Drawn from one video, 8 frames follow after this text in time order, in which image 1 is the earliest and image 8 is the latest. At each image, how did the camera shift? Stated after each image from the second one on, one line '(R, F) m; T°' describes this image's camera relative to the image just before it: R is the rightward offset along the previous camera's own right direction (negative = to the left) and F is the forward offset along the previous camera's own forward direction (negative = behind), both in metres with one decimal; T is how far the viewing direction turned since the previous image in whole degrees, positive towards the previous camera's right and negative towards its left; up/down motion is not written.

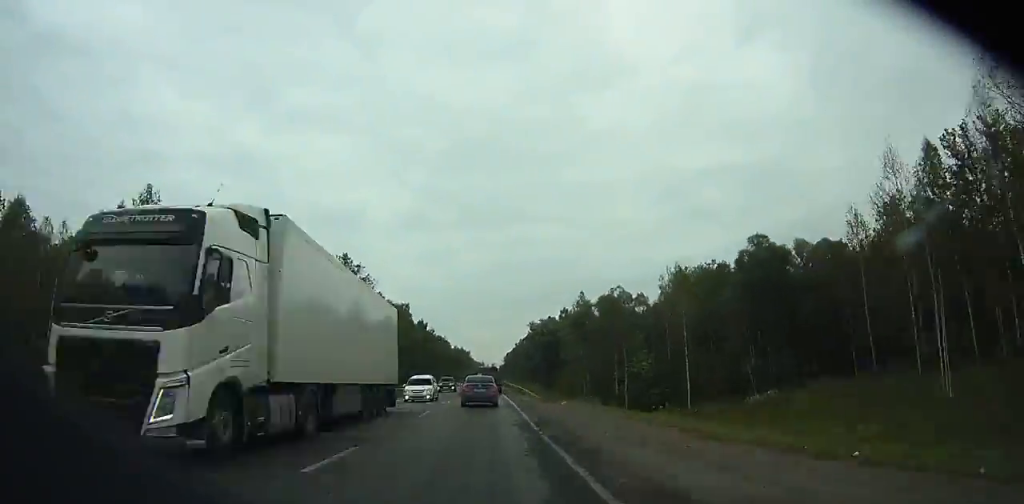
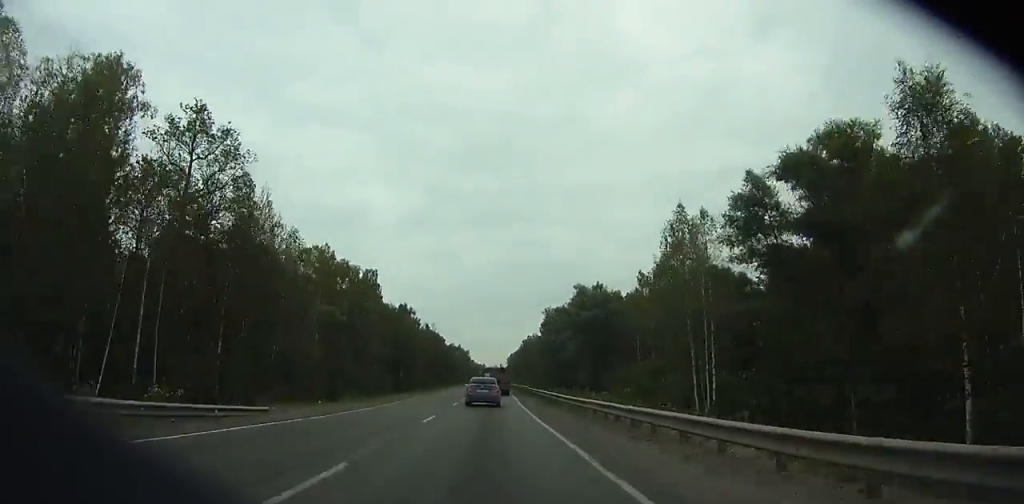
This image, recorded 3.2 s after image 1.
(-0.5, +62.1) m; 0°
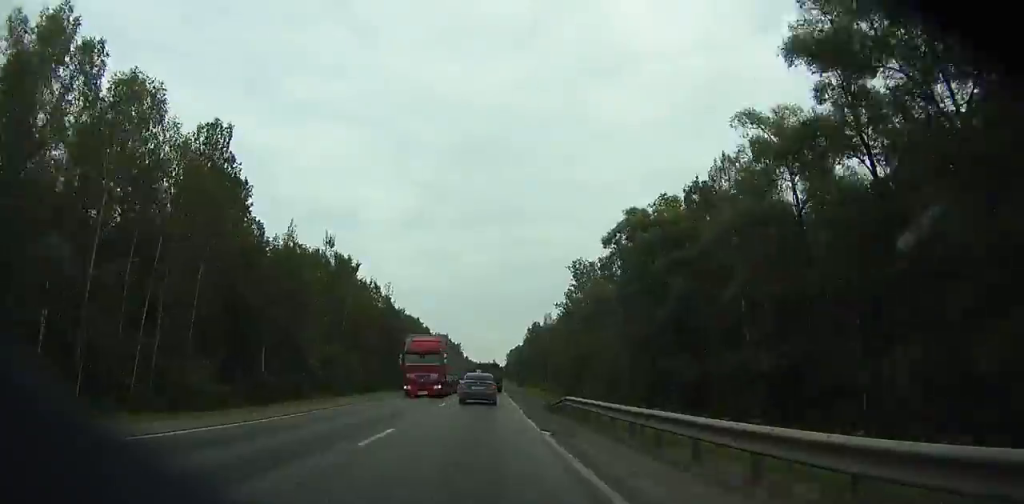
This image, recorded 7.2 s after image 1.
(+0.5, +78.7) m; 0°
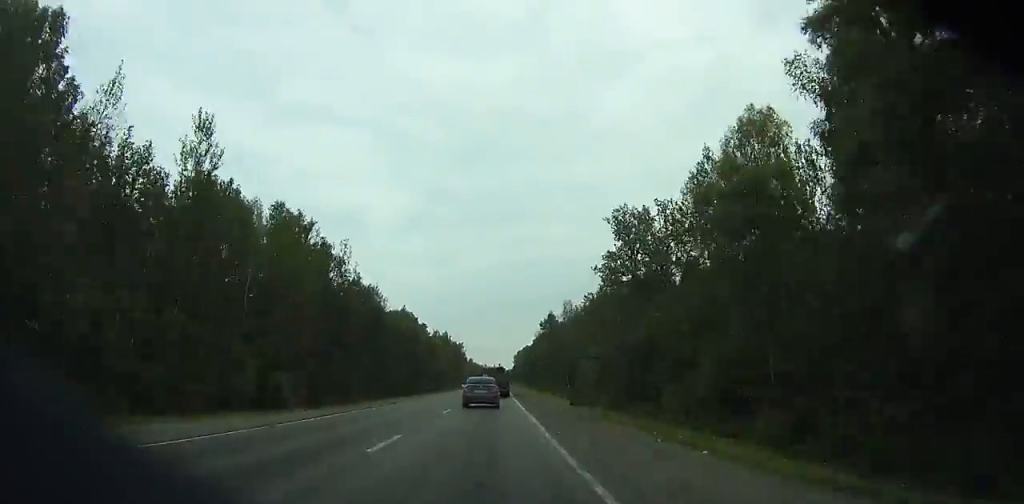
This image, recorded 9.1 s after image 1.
(0.0, +37.7) m; 0°
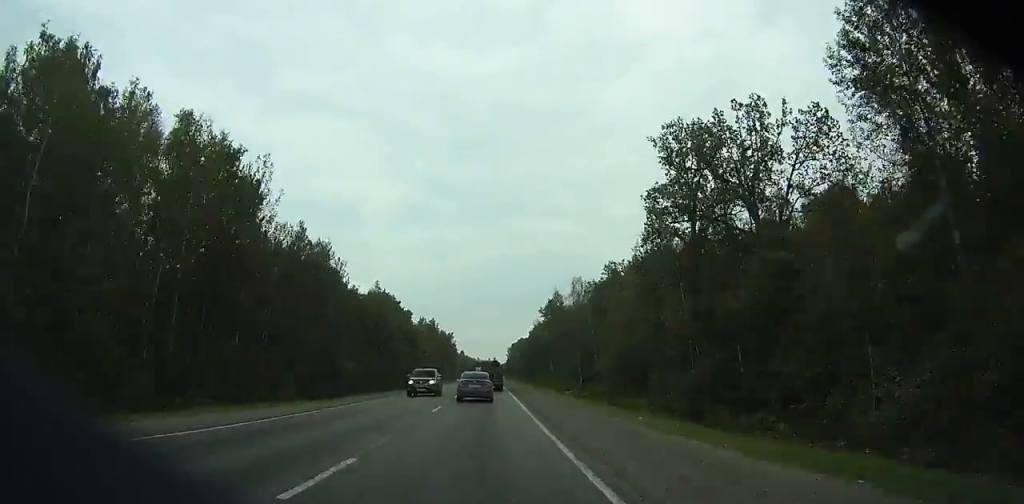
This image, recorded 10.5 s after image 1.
(0.0, +28.1) m; 0°
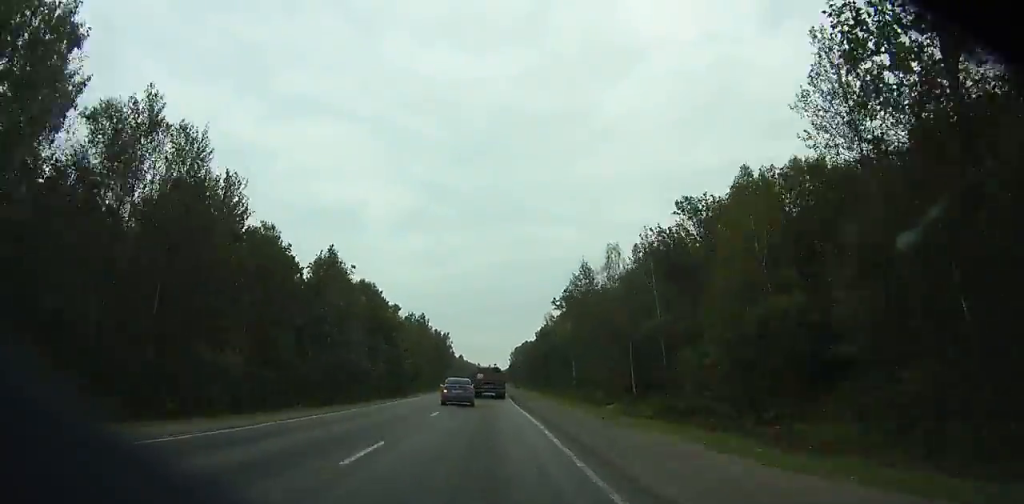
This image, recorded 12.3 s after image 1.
(0.0, +36.2) m; 0°
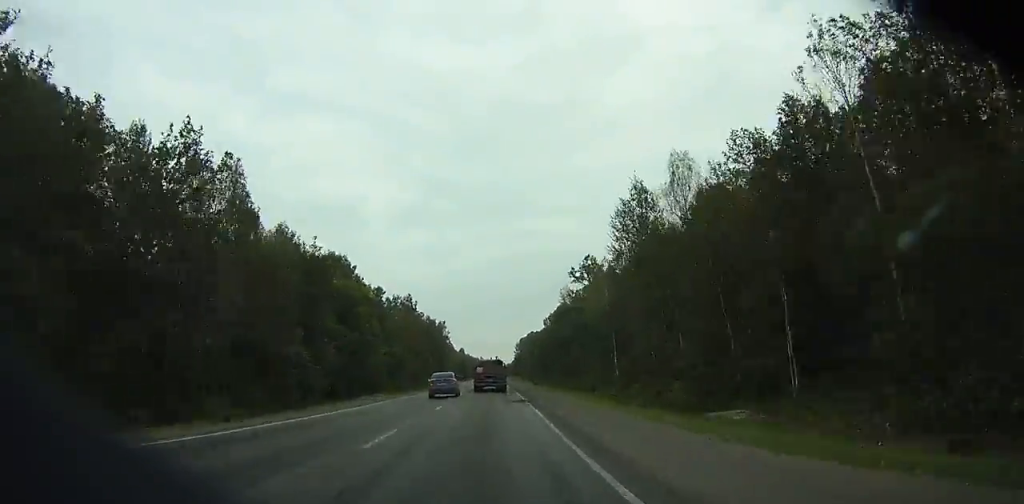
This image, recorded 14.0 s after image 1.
(0.0, +34.6) m; 0°
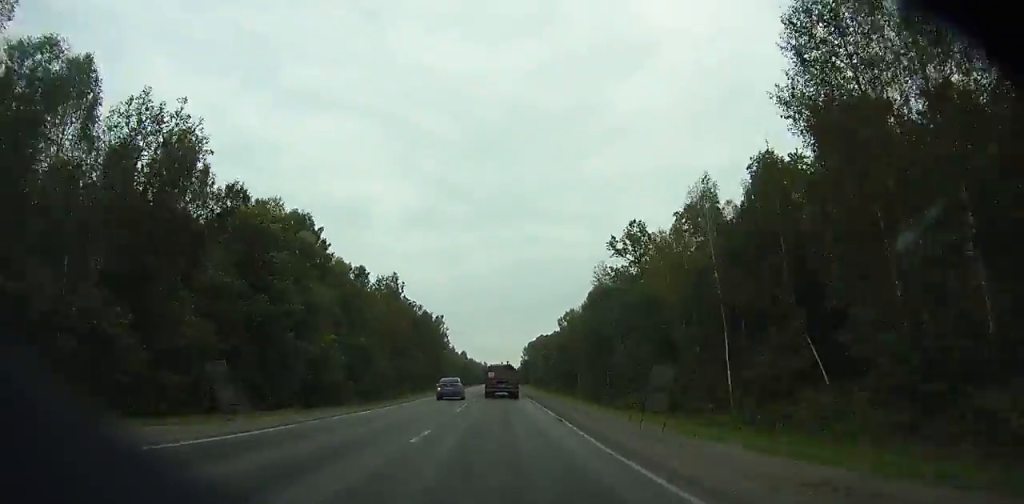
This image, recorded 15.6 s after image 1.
(0.0, +32.6) m; 0°
